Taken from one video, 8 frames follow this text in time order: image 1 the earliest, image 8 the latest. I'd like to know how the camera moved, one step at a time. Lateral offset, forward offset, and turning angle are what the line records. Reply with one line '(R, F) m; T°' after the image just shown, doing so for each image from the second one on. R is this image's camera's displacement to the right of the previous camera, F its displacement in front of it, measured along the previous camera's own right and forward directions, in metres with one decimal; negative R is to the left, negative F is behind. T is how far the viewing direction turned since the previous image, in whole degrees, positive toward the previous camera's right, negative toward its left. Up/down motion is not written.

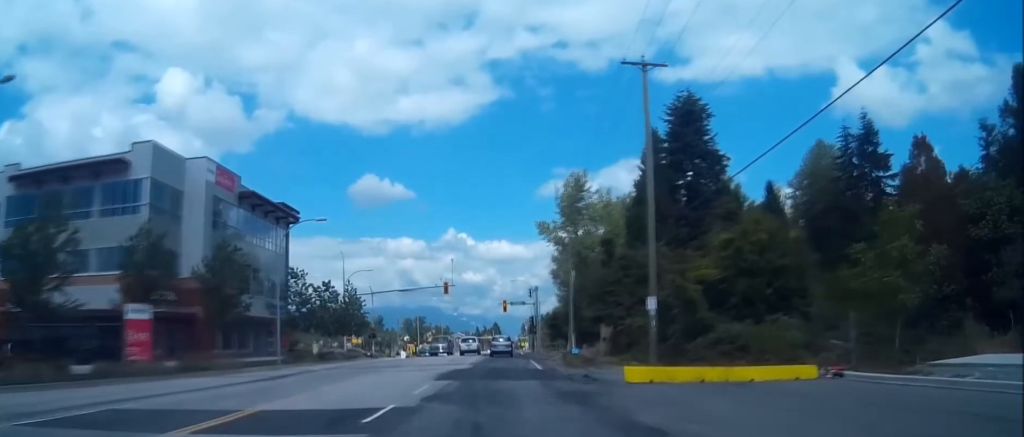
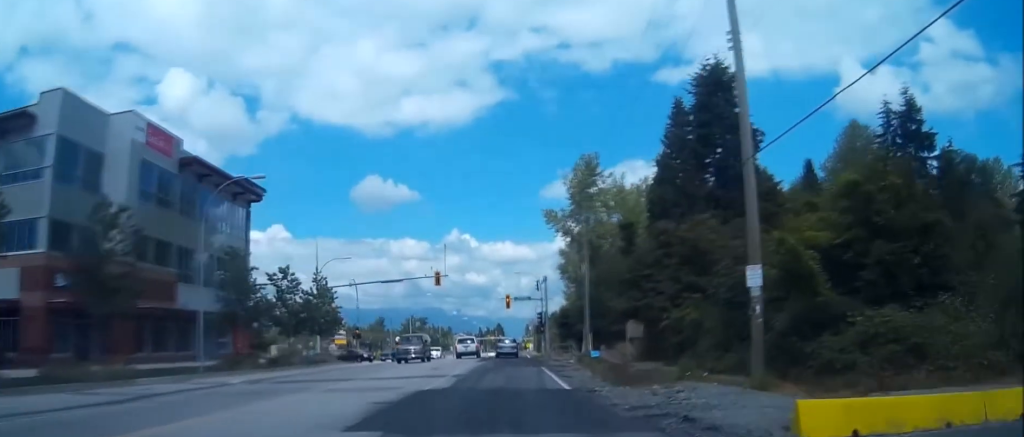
(0.0, +13.4) m; 0°
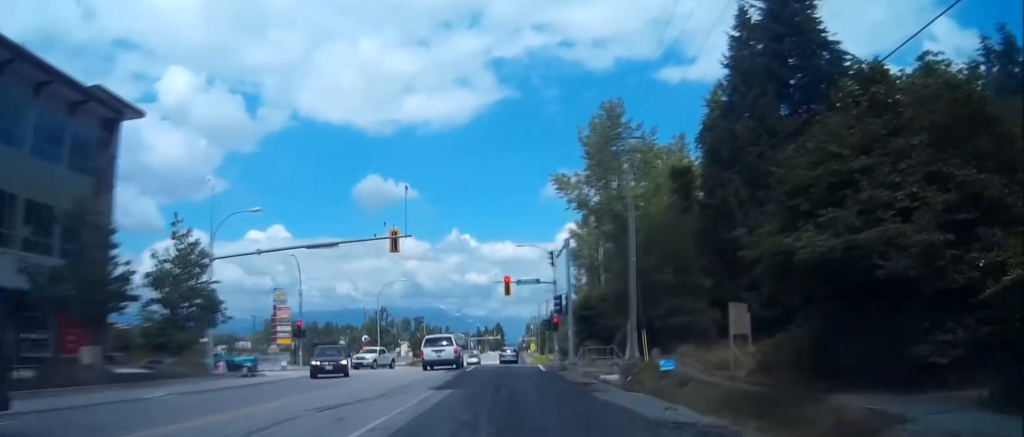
(0.0, +26.6) m; 0°
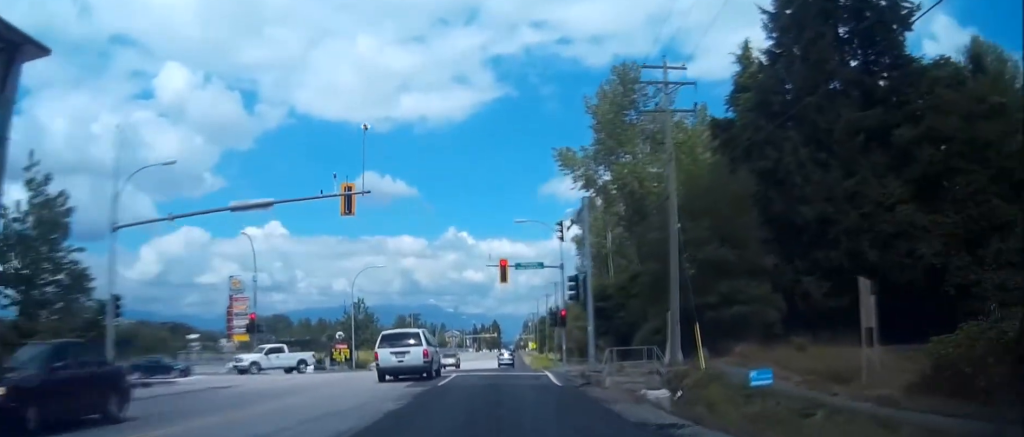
(0.0, +12.3) m; 0°
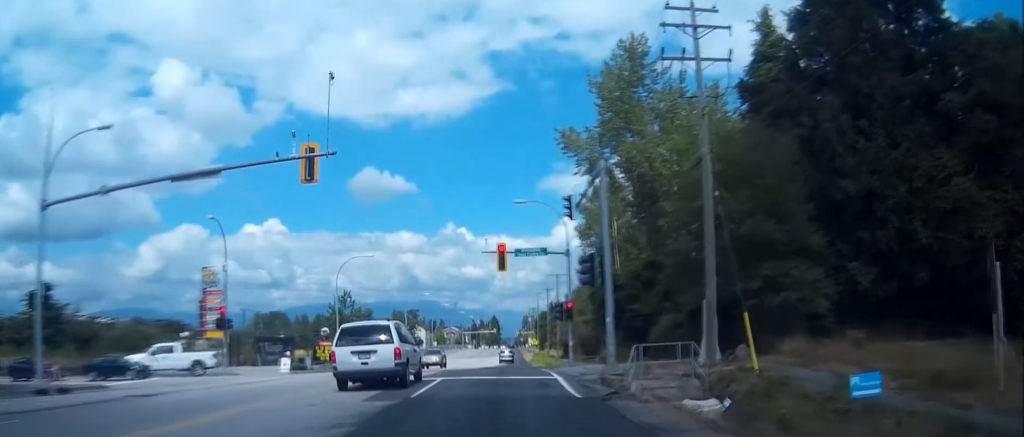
(0.0, +6.2) m; 0°
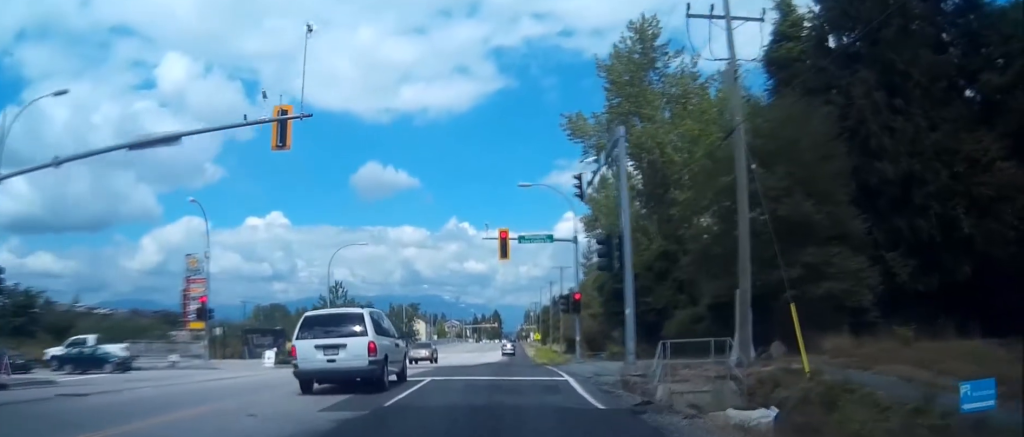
(0.0, +3.9) m; 0°
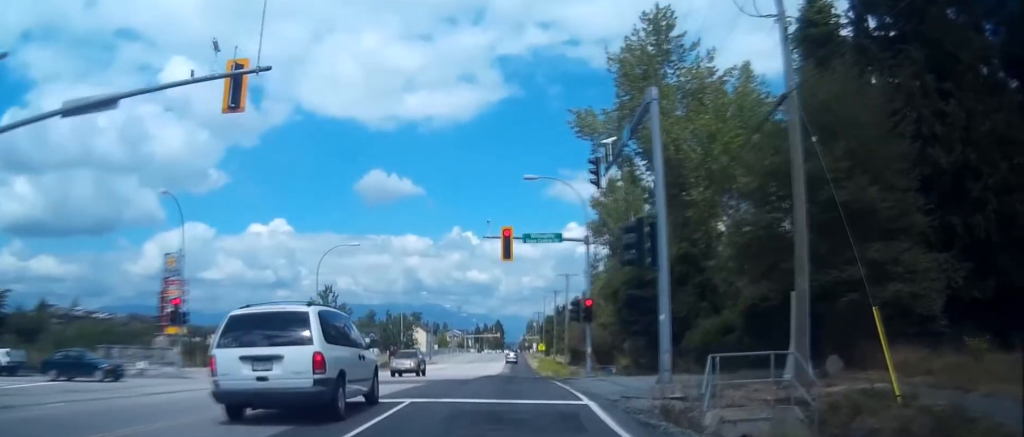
(0.0, +4.8) m; 0°
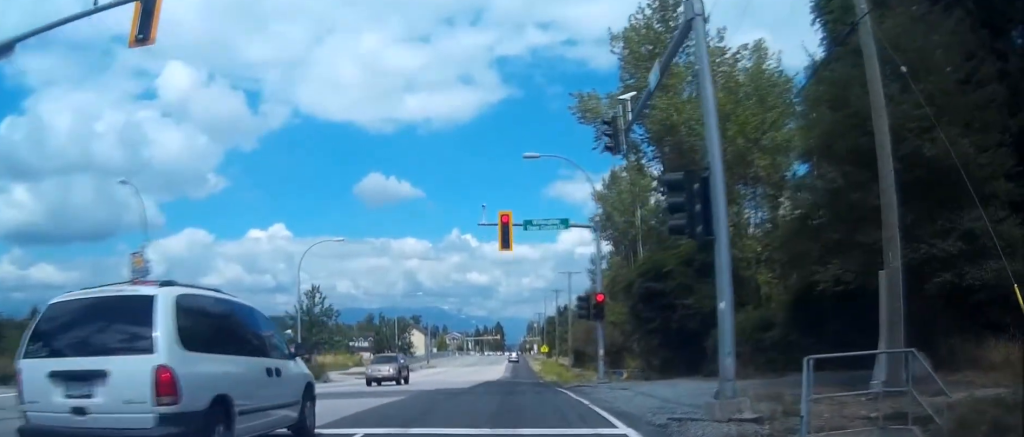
(0.0, +5.1) m; -1°
